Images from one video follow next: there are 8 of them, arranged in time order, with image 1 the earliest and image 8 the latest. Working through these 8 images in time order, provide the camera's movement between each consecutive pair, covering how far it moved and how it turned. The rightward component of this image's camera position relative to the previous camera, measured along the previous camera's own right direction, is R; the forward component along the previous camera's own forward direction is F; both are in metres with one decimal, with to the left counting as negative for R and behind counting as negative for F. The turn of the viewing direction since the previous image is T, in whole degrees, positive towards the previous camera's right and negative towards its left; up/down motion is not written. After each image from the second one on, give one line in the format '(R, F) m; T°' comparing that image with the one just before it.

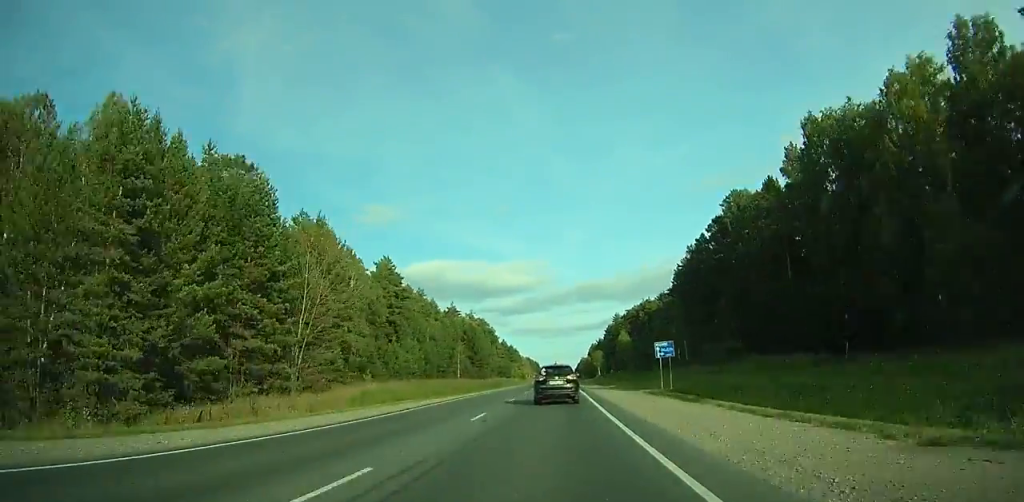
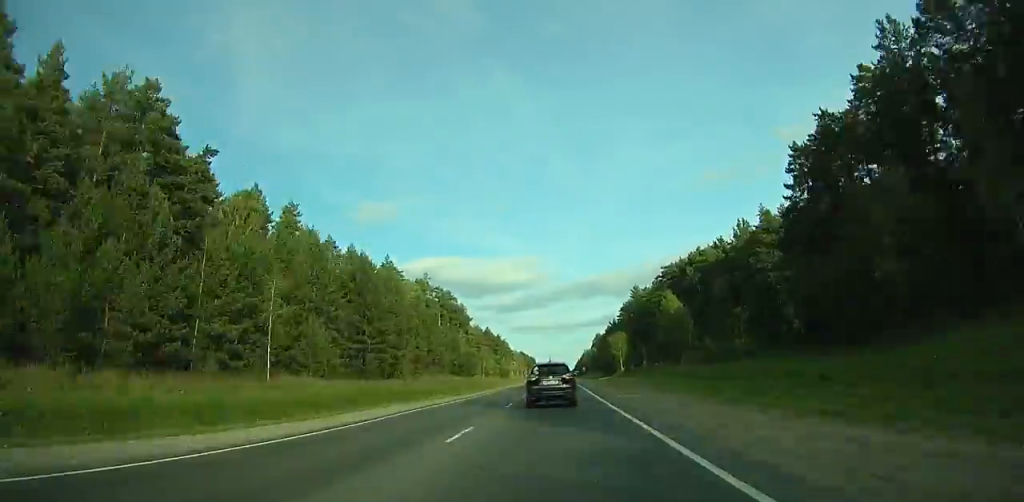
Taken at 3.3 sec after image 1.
(-0.1, +77.2) m; 0°
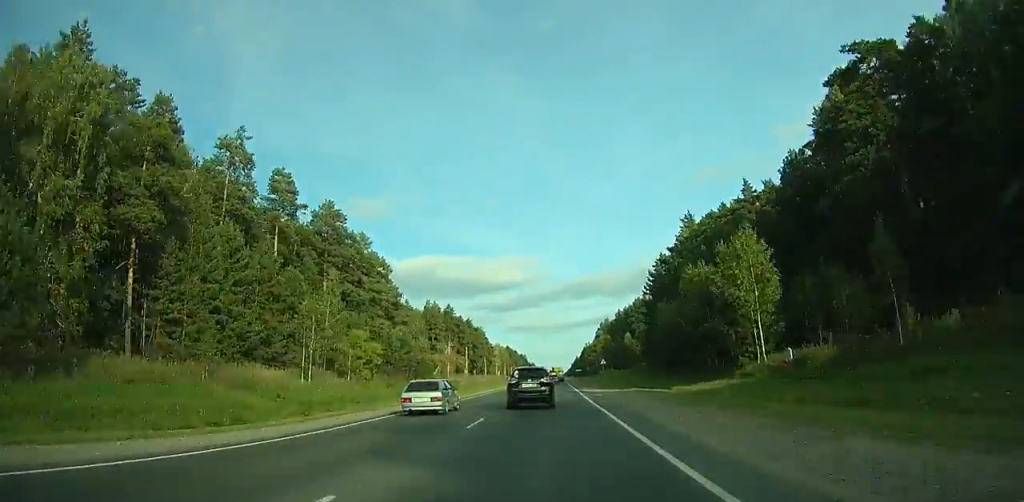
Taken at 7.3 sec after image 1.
(+0.7, +94.6) m; 0°
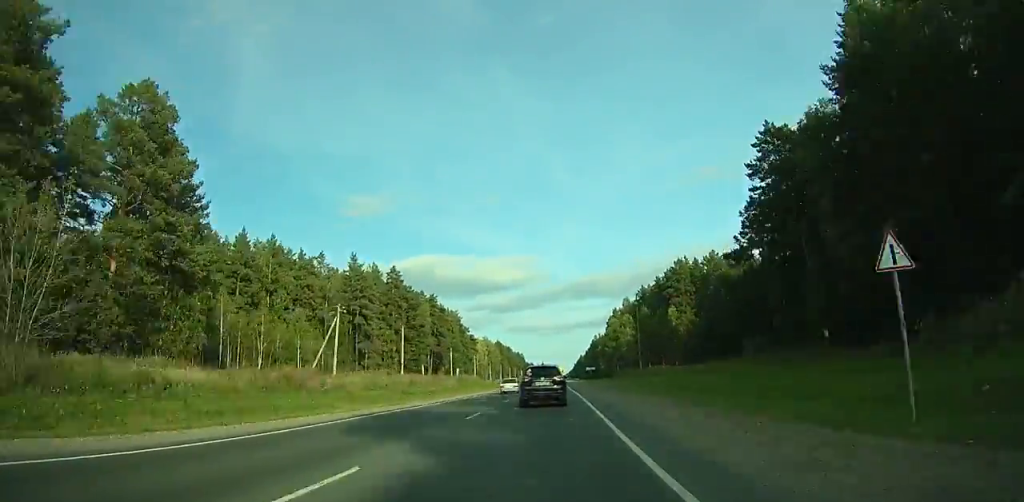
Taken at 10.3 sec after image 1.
(-0.1, +71.6) m; 0°
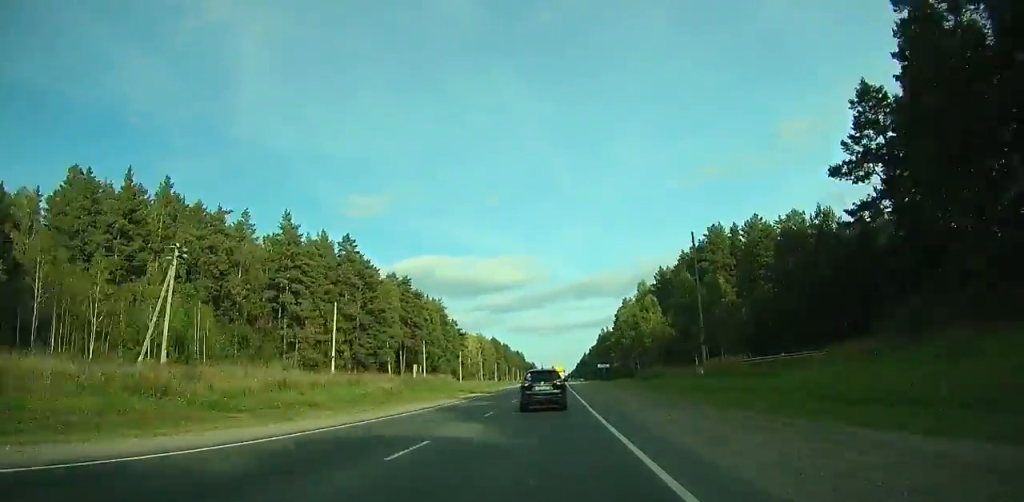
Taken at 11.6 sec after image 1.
(0.0, +31.1) m; 0°
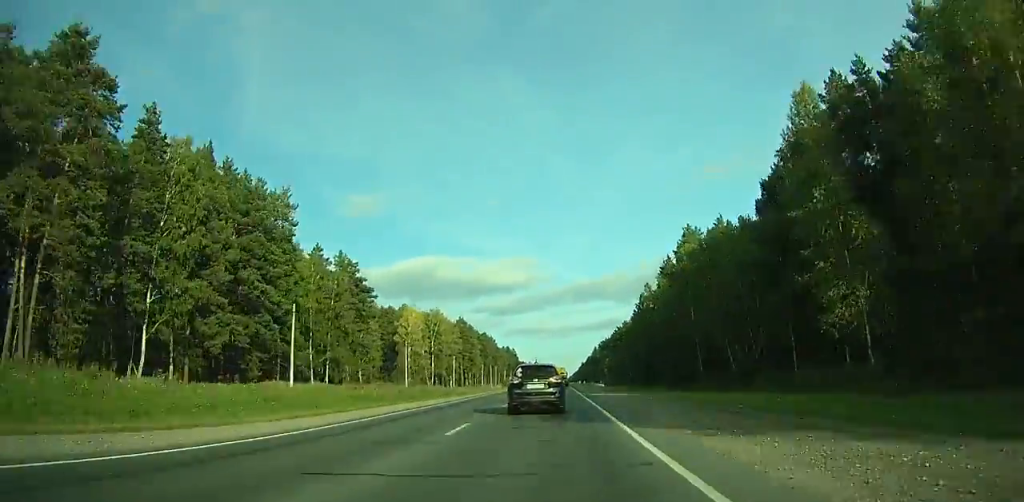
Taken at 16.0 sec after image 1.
(+0.1, +103.2) m; 0°
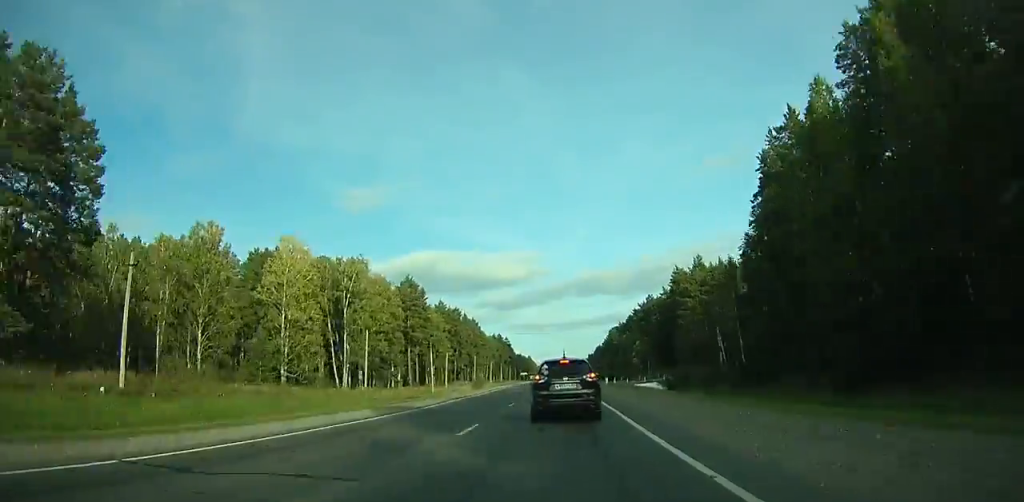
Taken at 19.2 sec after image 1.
(+0.2, +71.0) m; 0°
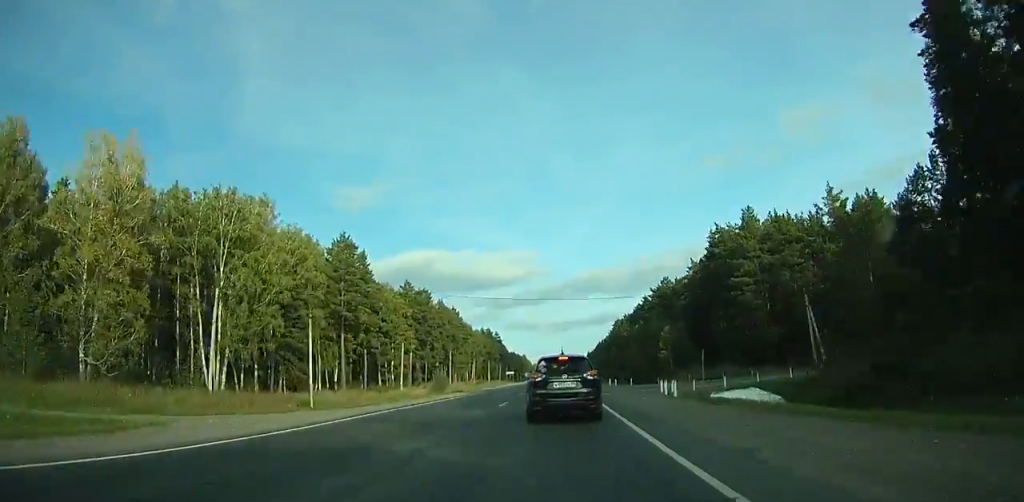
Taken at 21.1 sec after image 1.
(0.0, +39.8) m; 0°
